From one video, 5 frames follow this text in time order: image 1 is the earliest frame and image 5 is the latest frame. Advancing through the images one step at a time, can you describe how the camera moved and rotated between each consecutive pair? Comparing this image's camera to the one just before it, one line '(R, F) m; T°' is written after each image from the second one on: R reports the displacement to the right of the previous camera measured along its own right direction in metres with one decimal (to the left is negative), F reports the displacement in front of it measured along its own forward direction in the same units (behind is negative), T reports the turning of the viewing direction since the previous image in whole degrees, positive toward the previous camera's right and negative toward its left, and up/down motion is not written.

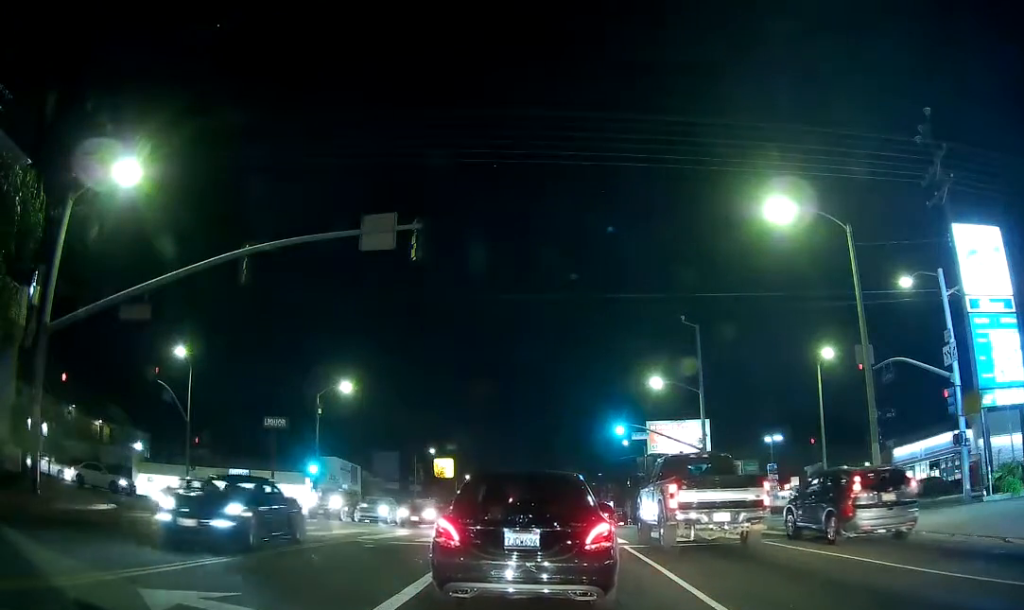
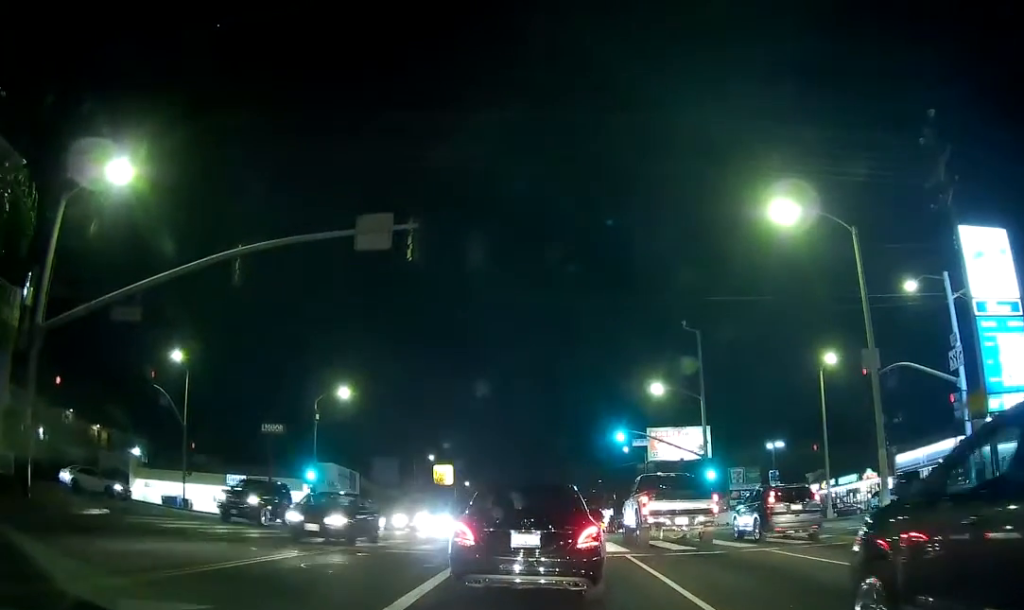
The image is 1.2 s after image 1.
(0.0, 0.0) m; 0°
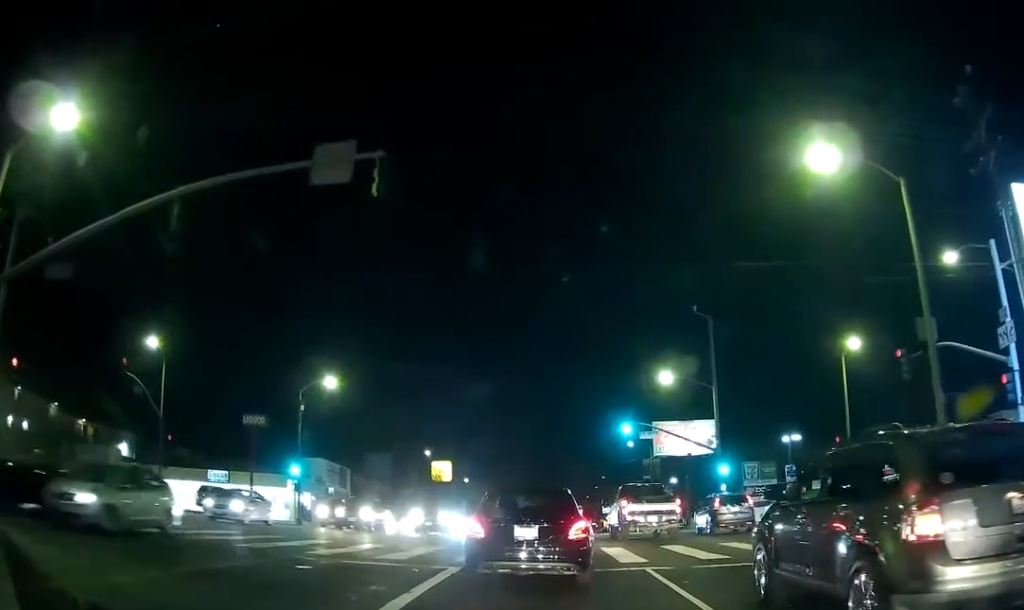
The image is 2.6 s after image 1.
(0.0, +0.6) m; 0°
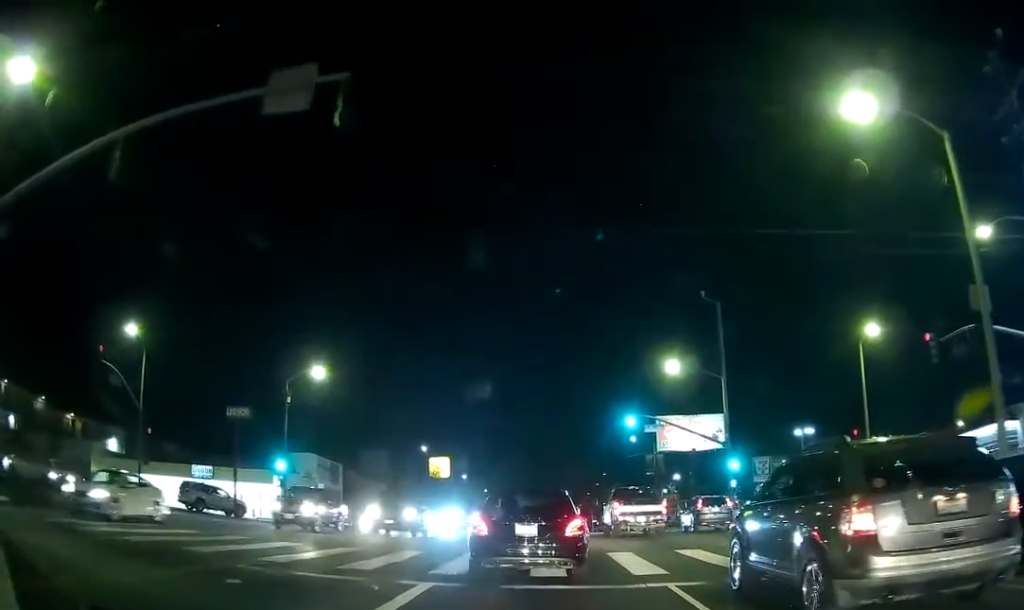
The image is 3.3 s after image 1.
(0.0, +1.0) m; +1°
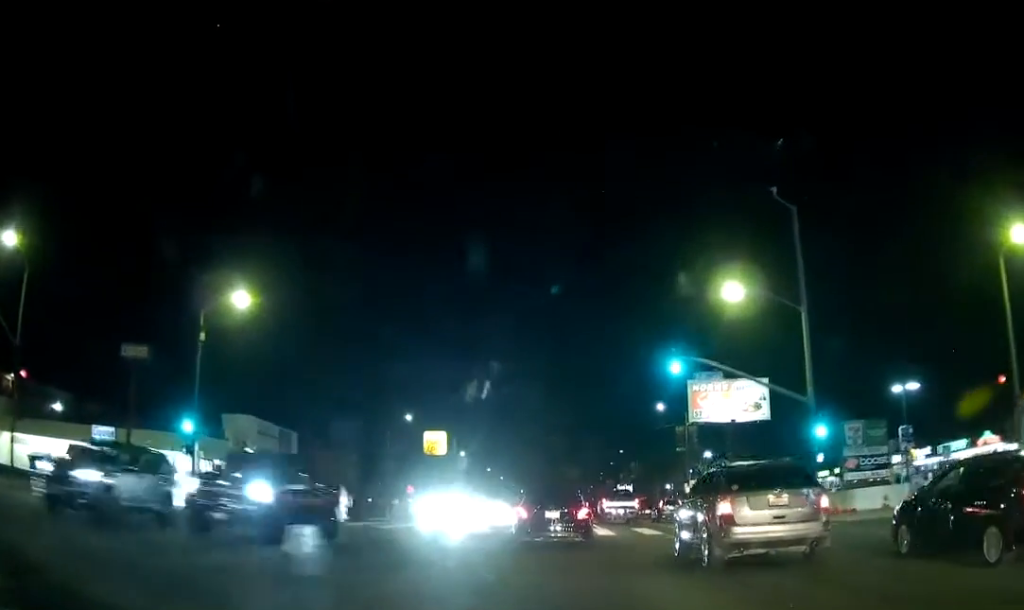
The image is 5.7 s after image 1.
(+2.1, +12.3) m; +3°
